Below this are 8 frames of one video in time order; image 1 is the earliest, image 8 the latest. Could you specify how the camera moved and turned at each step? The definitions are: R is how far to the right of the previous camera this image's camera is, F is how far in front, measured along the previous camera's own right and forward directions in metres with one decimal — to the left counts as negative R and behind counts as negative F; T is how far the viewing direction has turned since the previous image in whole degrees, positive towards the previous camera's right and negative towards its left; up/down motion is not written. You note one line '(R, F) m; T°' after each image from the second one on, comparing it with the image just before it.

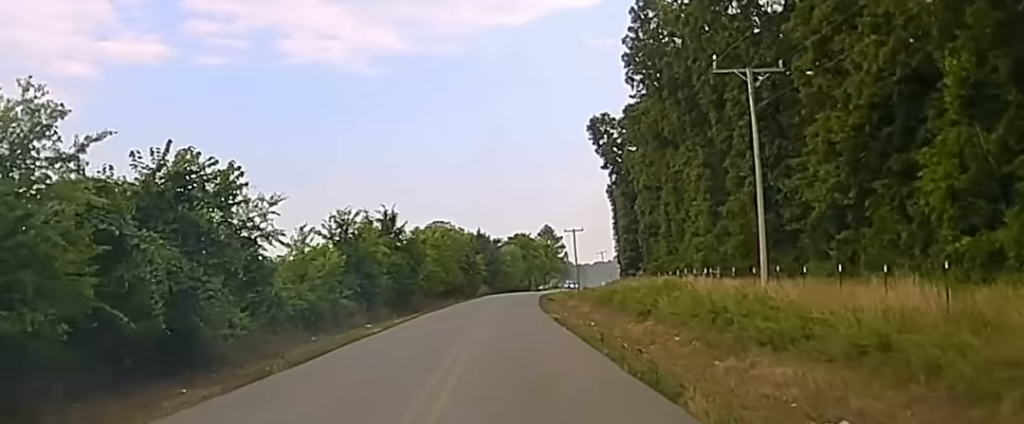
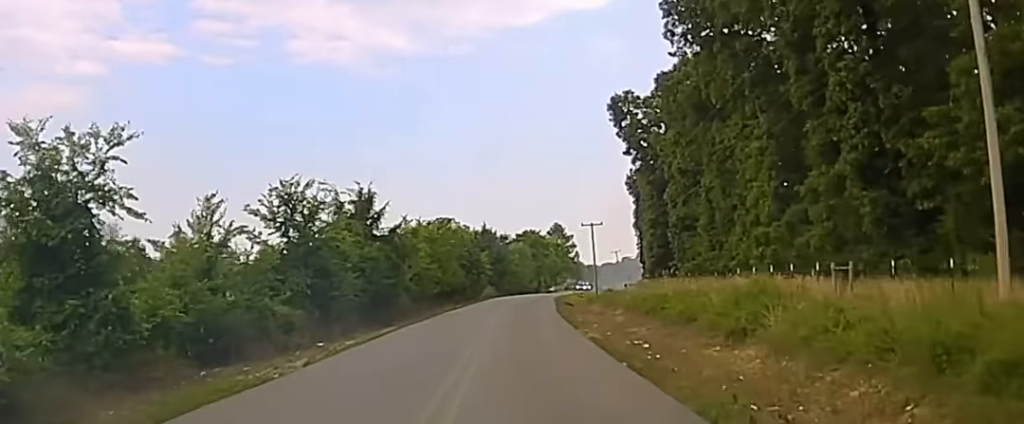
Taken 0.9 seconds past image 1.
(+0.2, +16.0) m; 0°
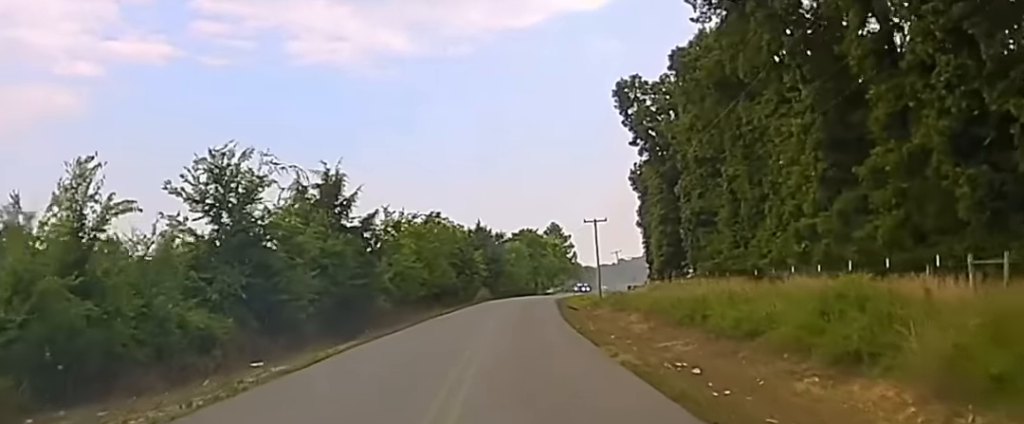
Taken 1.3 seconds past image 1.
(-0.1, +9.9) m; 0°
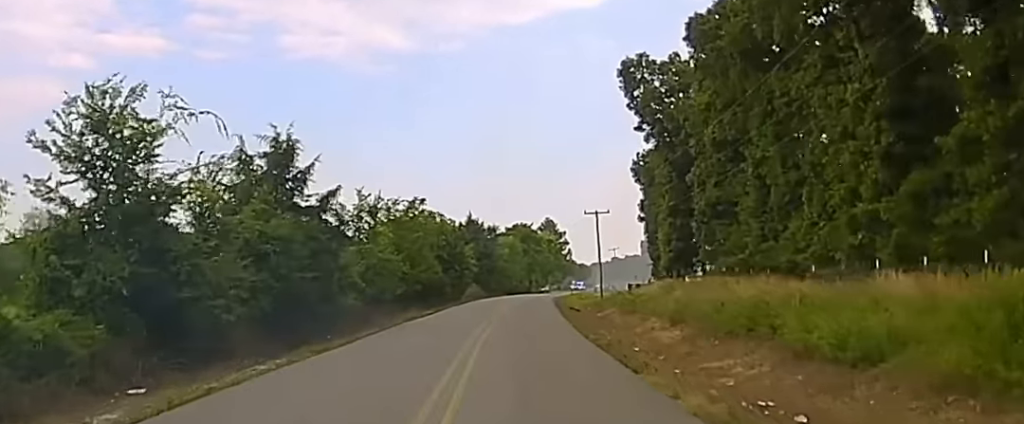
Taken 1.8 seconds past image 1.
(0.0, +8.6) m; 0°
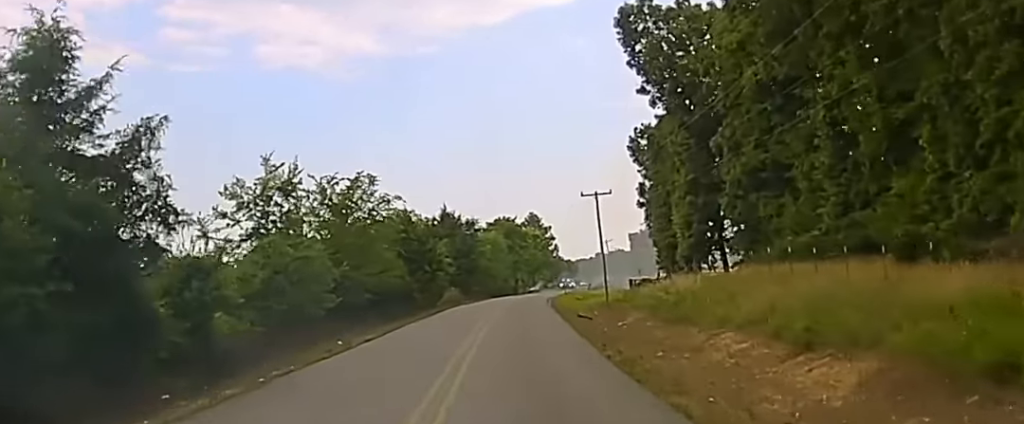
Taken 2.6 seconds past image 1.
(-0.1, +17.9) m; +1°
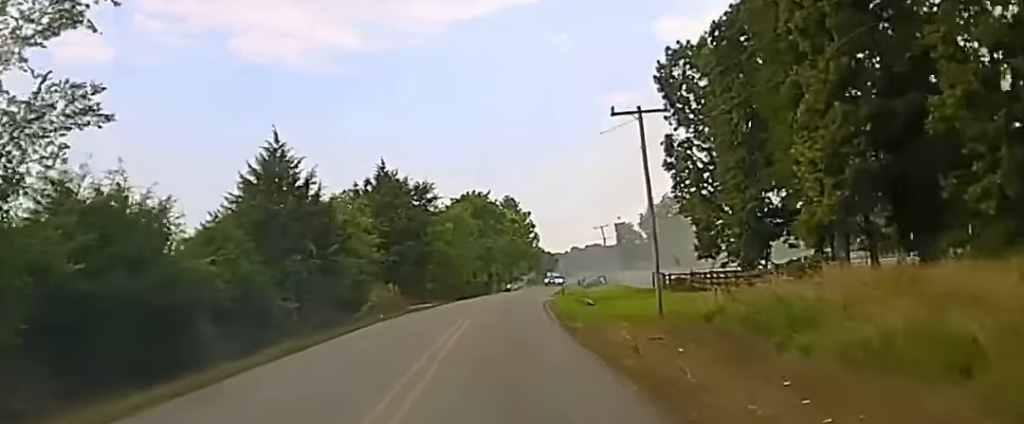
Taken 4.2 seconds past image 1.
(+1.1, +37.5) m; +3°
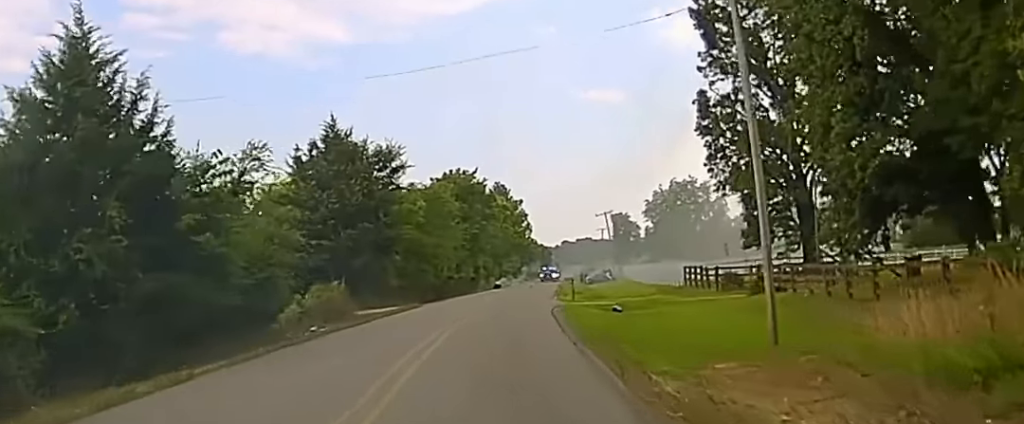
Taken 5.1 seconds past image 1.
(+0.1, +19.1) m; 0°
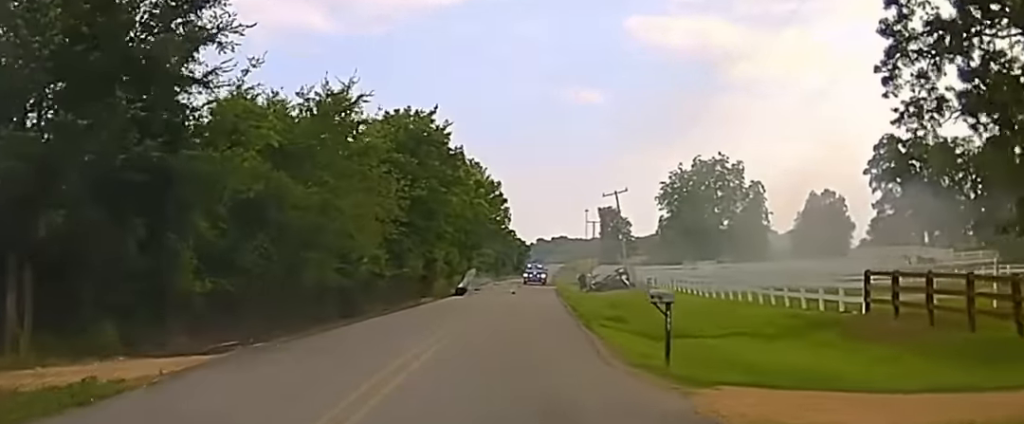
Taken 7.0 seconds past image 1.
(+0.2, +37.5) m; +2°
